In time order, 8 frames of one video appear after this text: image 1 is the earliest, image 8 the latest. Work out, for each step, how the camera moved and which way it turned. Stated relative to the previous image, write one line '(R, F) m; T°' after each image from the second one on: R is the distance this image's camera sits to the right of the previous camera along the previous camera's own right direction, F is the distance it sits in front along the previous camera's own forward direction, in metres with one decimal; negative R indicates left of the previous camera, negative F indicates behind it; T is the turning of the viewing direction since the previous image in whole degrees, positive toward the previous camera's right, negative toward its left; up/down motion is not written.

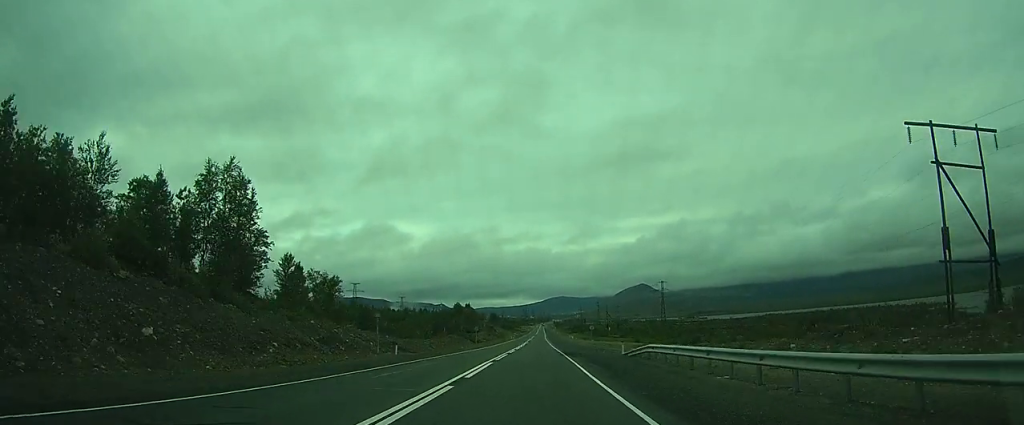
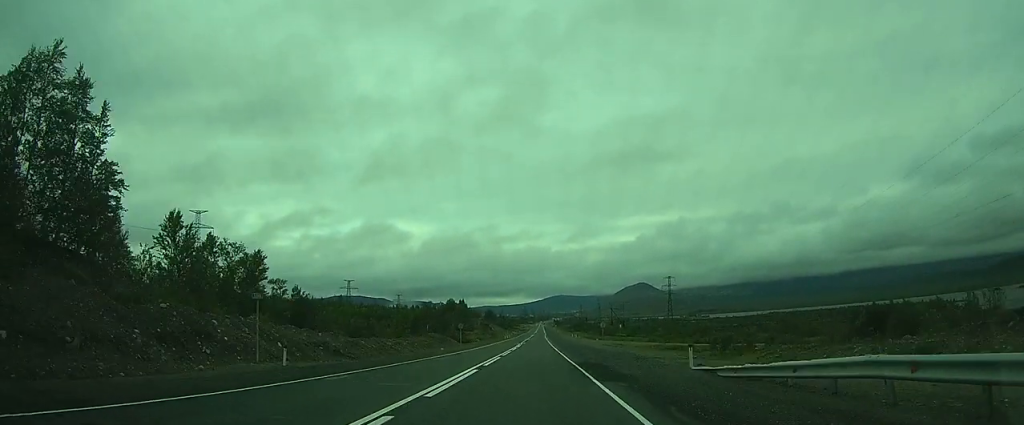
(0.0, +17.2) m; 0°
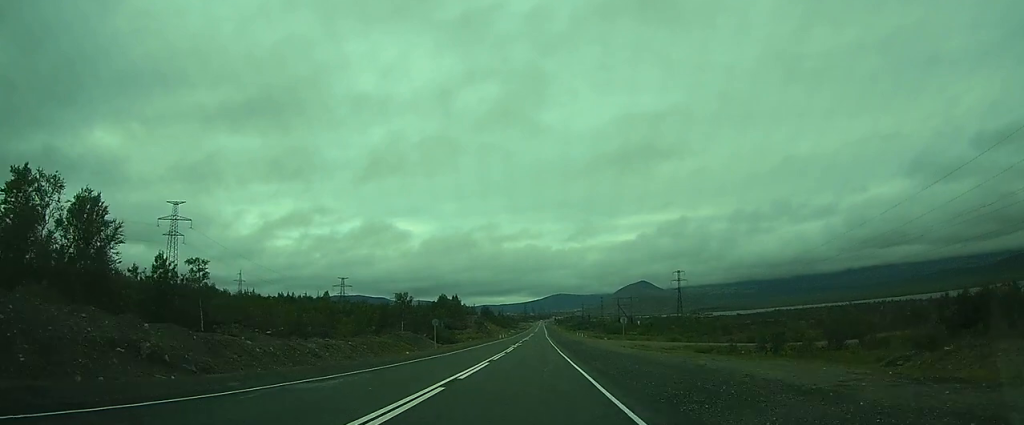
(+0.2, +18.8) m; 0°
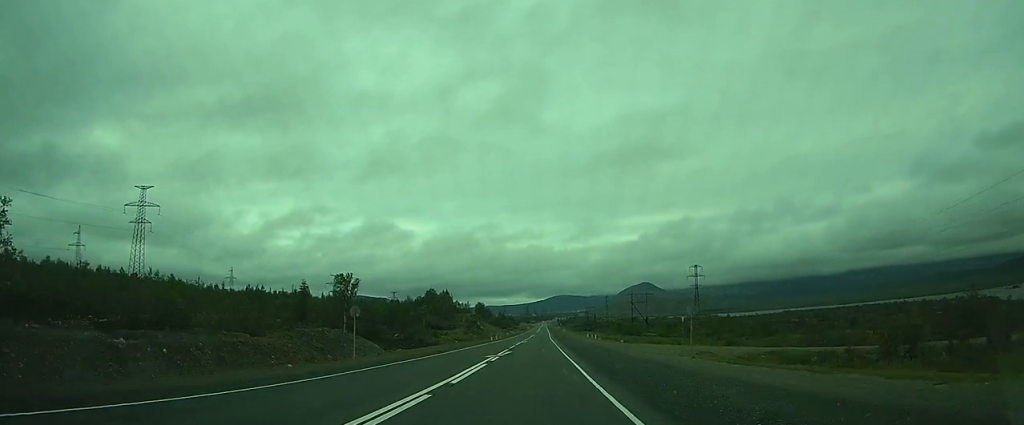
(-0.4, +25.9) m; -1°
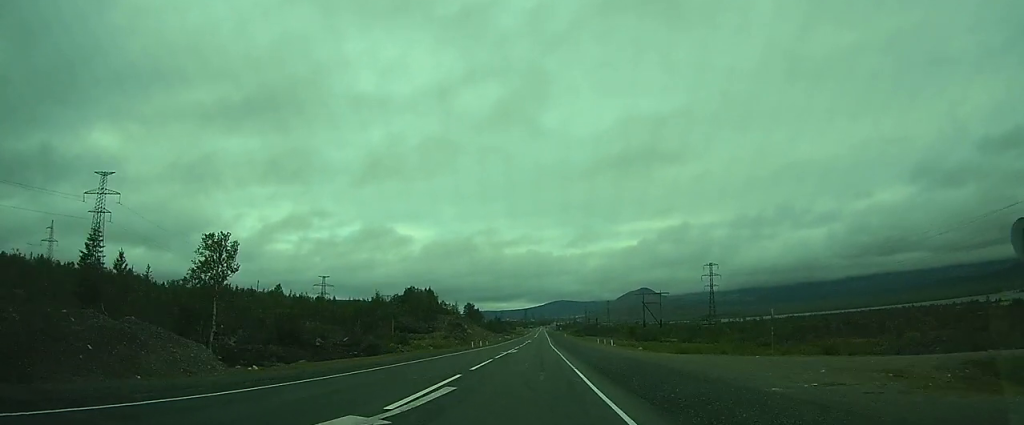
(-0.1, +24.6) m; -1°
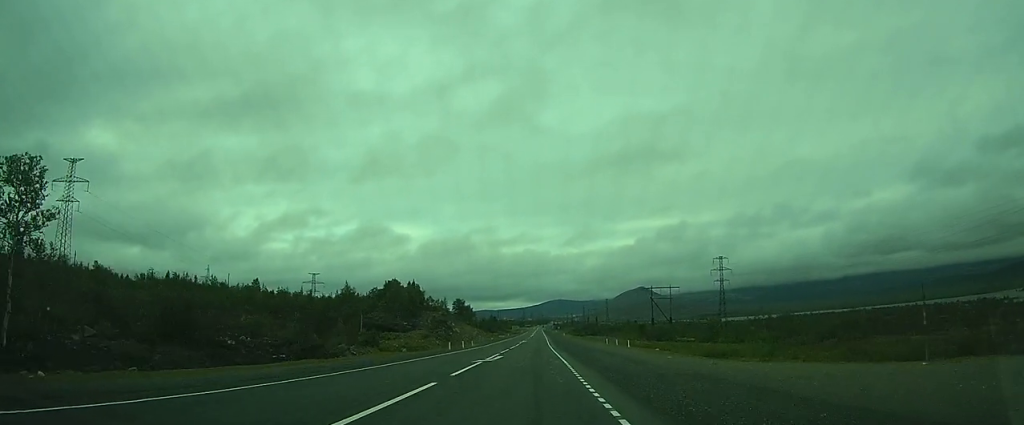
(-0.1, +16.2) m; 0°
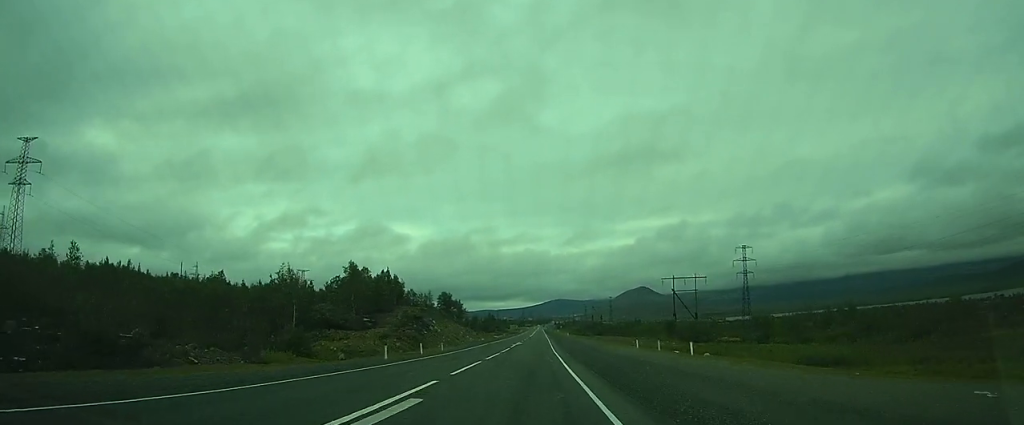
(0.0, +23.8) m; 0°
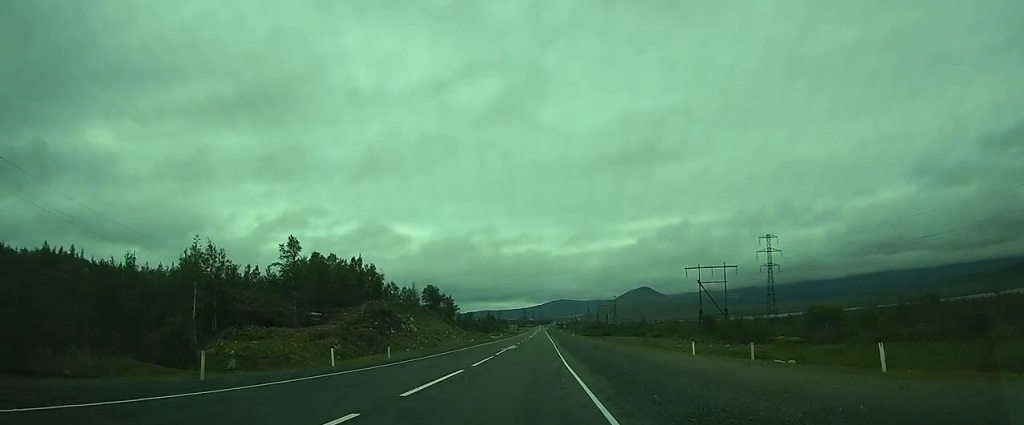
(+0.1, +18.9) m; +1°
